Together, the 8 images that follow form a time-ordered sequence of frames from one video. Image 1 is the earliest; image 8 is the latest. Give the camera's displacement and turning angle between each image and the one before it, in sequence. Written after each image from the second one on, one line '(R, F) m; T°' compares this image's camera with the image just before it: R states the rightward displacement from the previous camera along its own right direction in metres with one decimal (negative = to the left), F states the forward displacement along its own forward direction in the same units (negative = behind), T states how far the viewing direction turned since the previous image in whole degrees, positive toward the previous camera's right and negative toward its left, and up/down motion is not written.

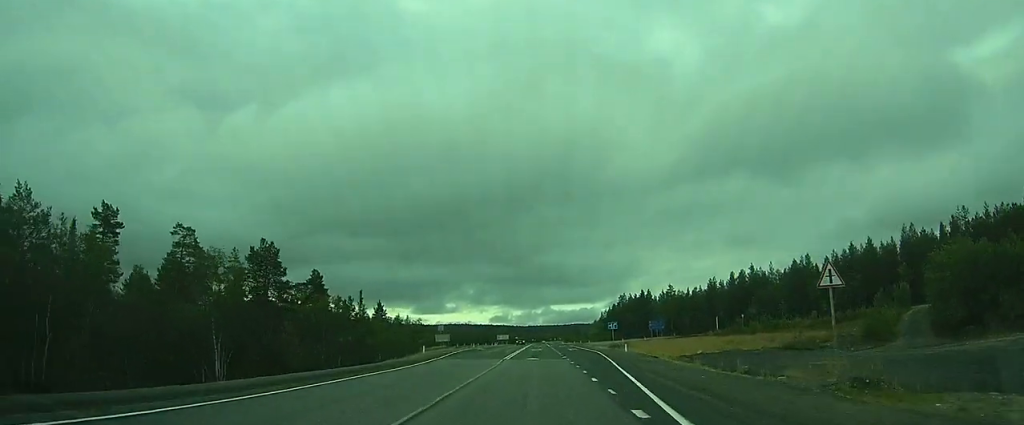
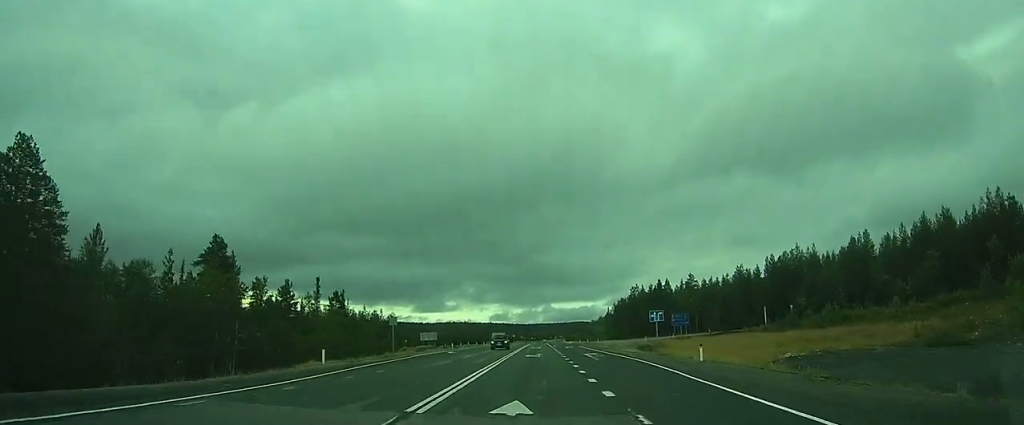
(0.0, +22.6) m; 0°
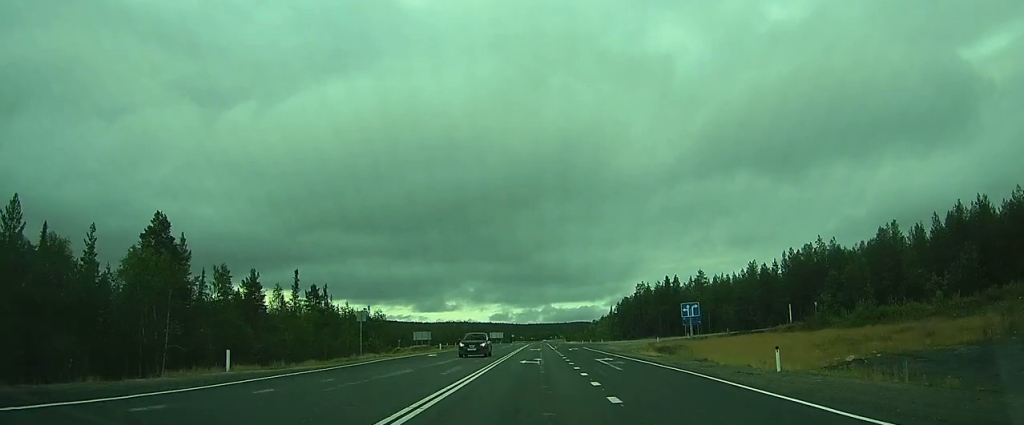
(0.0, +9.9) m; 0°
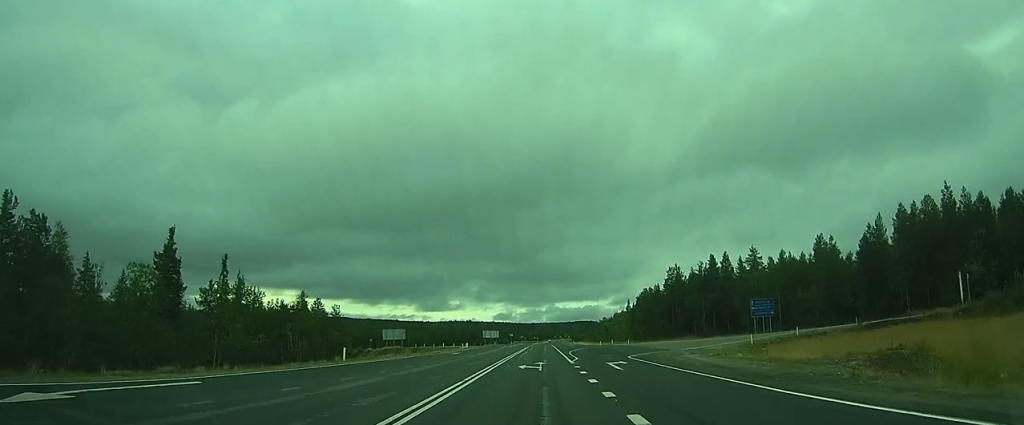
(-0.2, +36.5) m; -1°
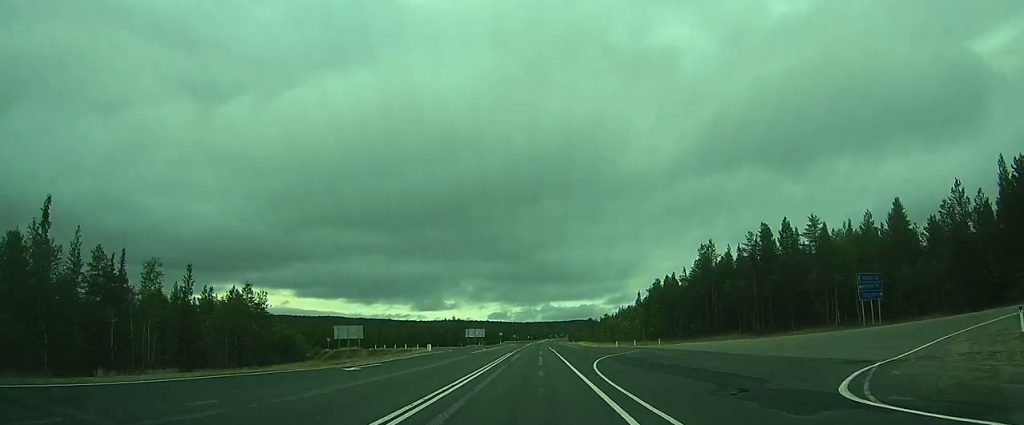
(0.0, +25.4) m; 0°
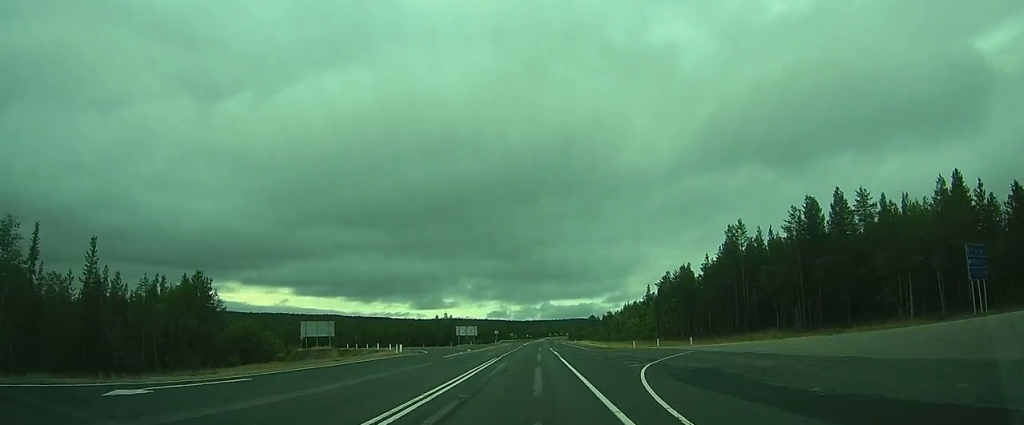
(0.0, +12.3) m; 0°
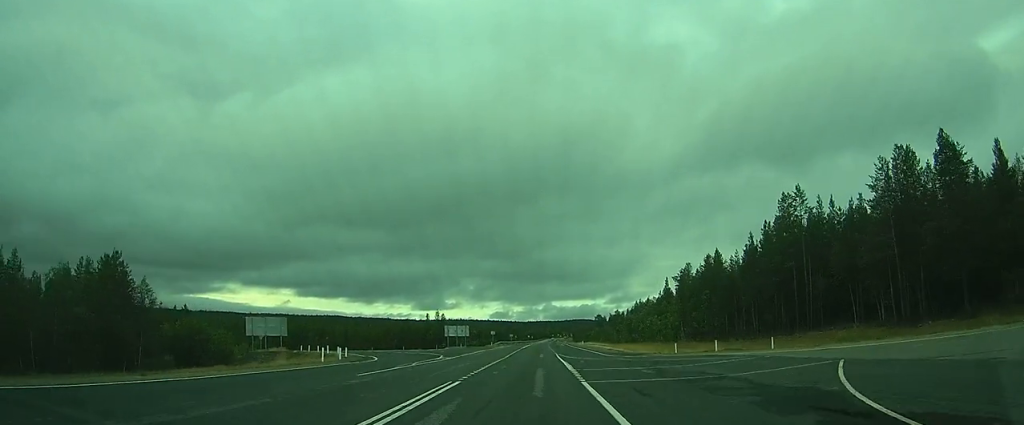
(-0.1, +16.2) m; -1°
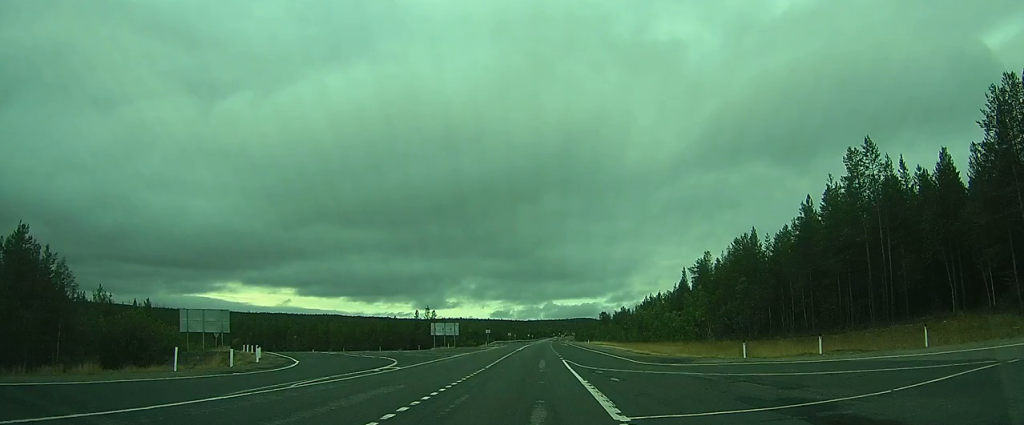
(-0.1, +15.1) m; 0°
